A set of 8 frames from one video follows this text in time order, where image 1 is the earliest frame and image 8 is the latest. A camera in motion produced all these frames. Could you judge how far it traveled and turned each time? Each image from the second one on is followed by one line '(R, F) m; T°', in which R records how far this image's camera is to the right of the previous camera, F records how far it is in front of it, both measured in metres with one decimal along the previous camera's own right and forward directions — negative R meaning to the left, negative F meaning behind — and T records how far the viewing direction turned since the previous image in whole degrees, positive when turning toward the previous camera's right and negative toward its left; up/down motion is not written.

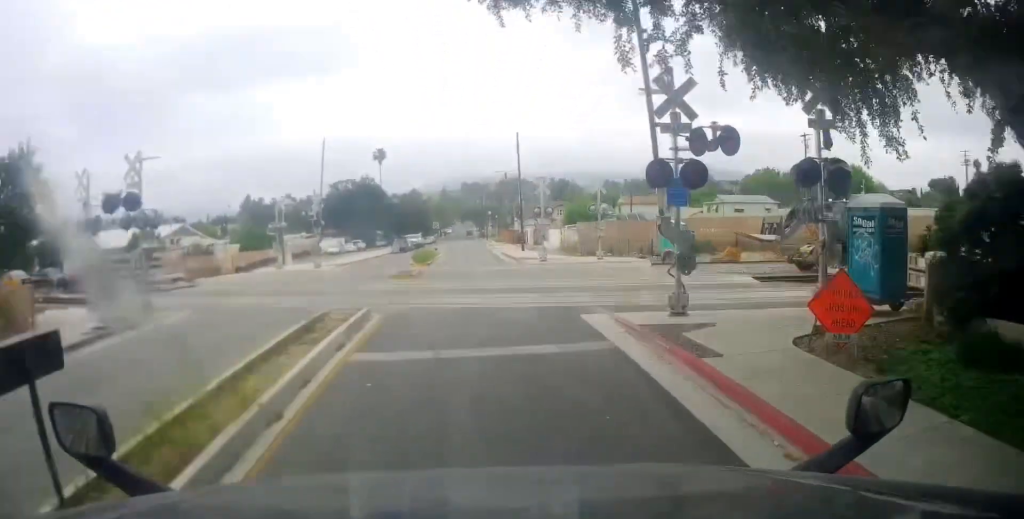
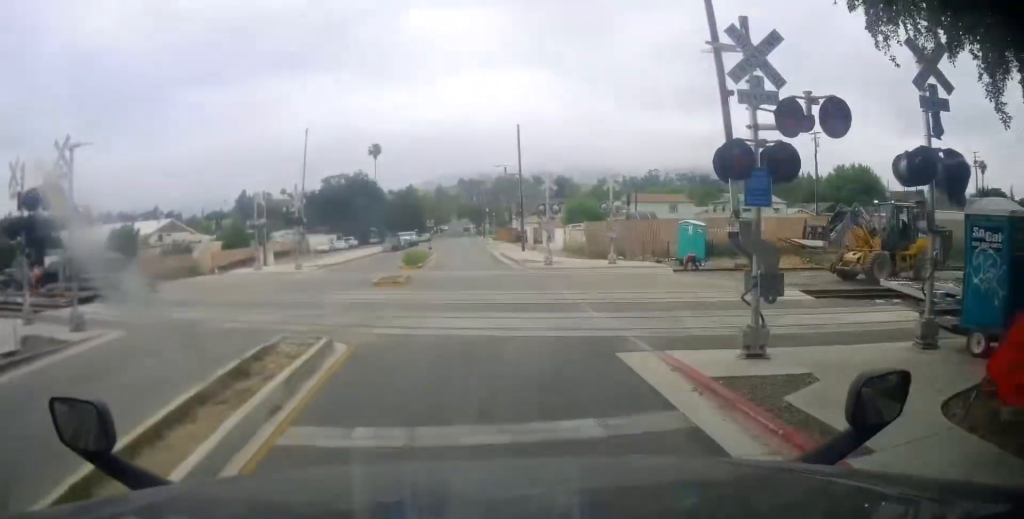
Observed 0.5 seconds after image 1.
(+0.1, +3.8) m; +1°
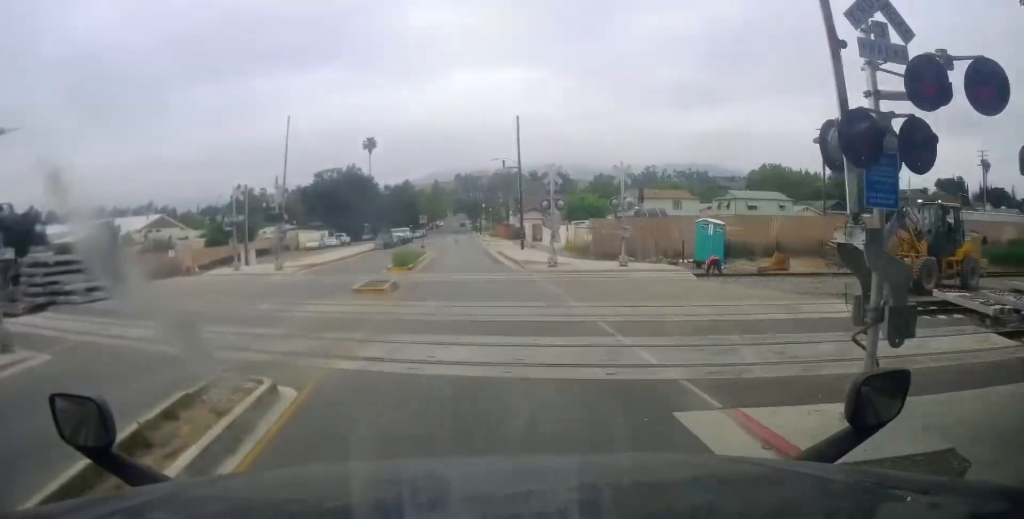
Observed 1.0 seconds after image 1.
(+0.2, +3.1) m; 0°
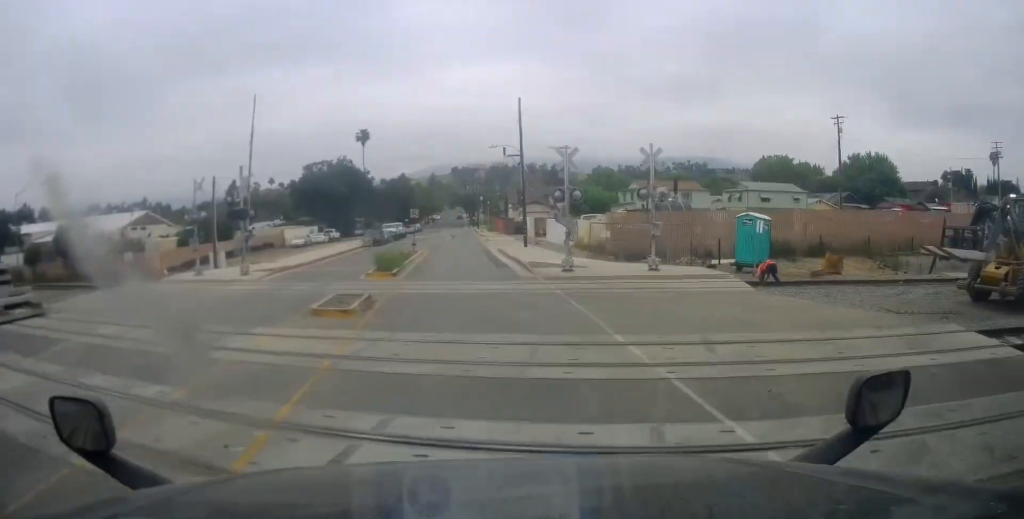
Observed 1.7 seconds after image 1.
(0.0, +4.9) m; -1°
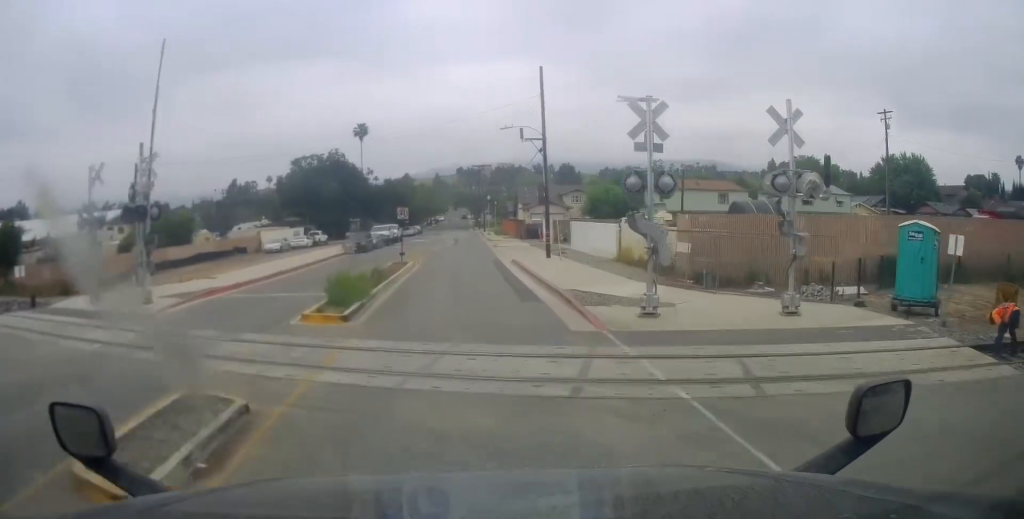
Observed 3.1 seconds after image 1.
(-0.4, +10.2) m; -2°
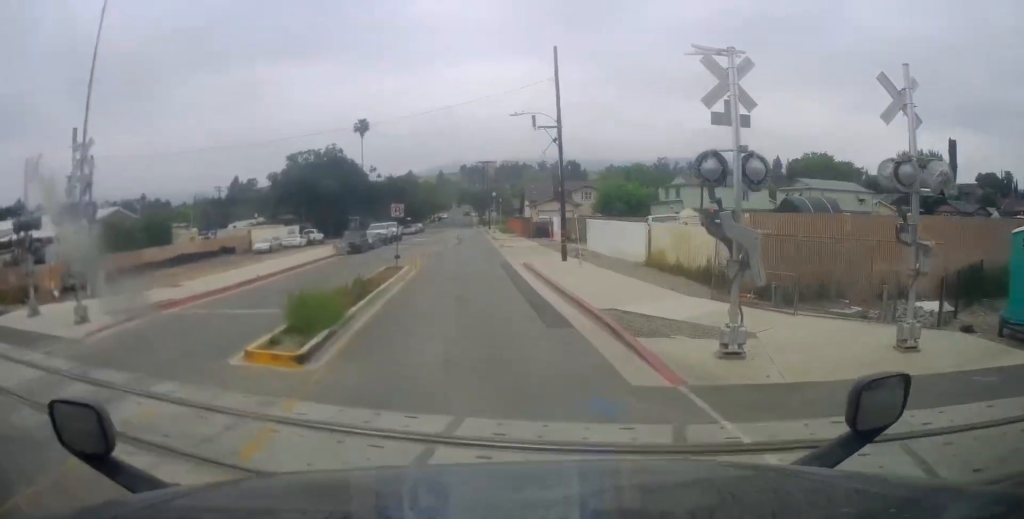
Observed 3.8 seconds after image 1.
(0.0, +4.3) m; 0°
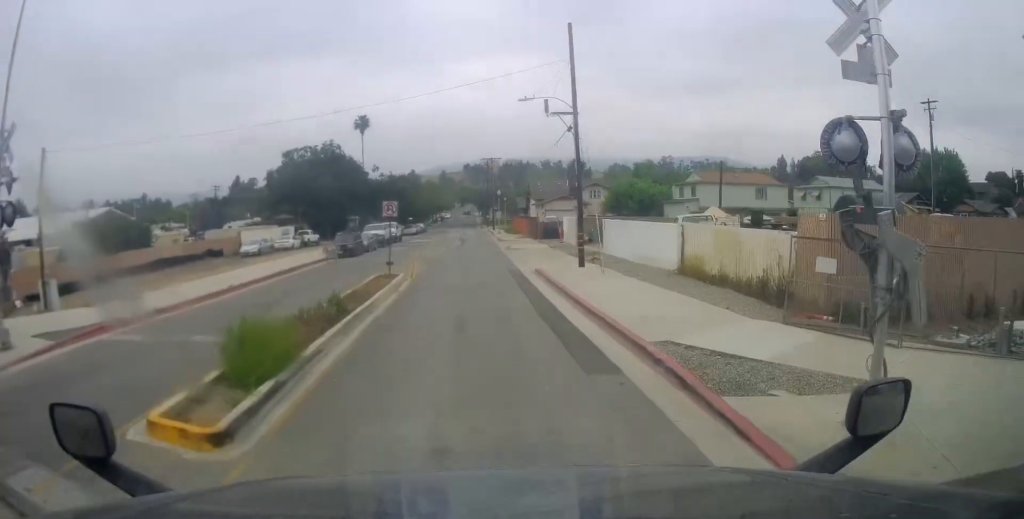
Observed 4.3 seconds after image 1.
(0.0, +3.8) m; 0°
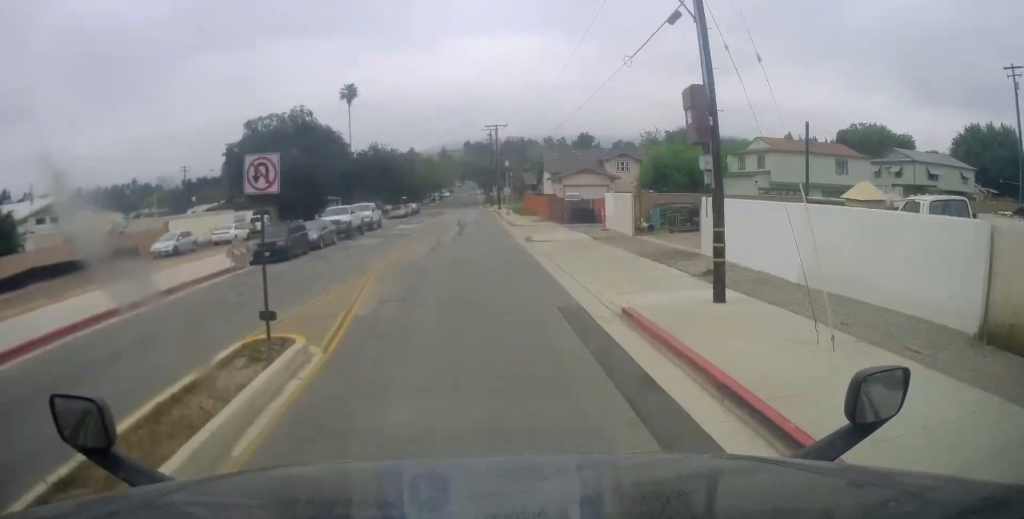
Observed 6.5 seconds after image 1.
(0.0, +14.0) m; 0°
